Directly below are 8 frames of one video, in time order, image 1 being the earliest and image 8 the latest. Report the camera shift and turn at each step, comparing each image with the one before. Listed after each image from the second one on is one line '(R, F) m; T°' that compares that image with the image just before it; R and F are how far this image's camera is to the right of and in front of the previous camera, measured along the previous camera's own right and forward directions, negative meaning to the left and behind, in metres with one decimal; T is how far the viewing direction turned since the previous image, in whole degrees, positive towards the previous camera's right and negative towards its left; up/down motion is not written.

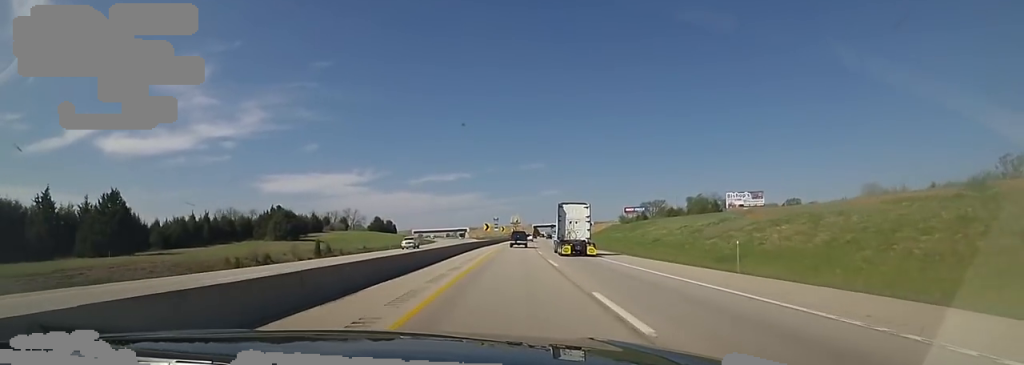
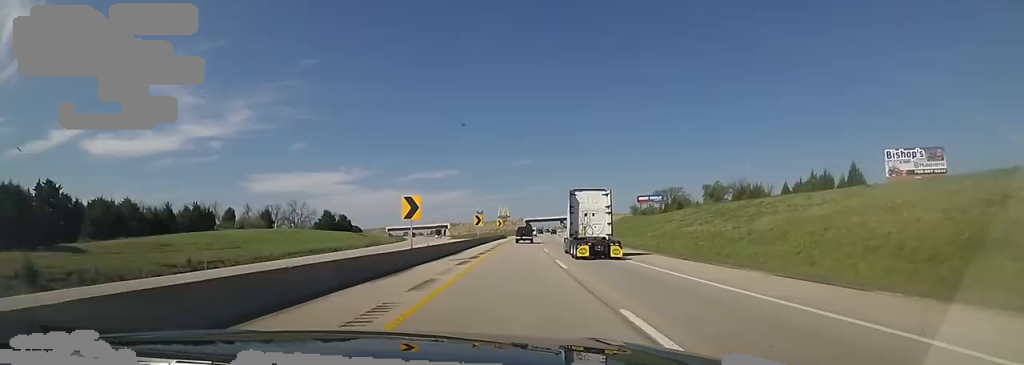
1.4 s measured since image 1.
(-0.4, +48.1) m; 0°
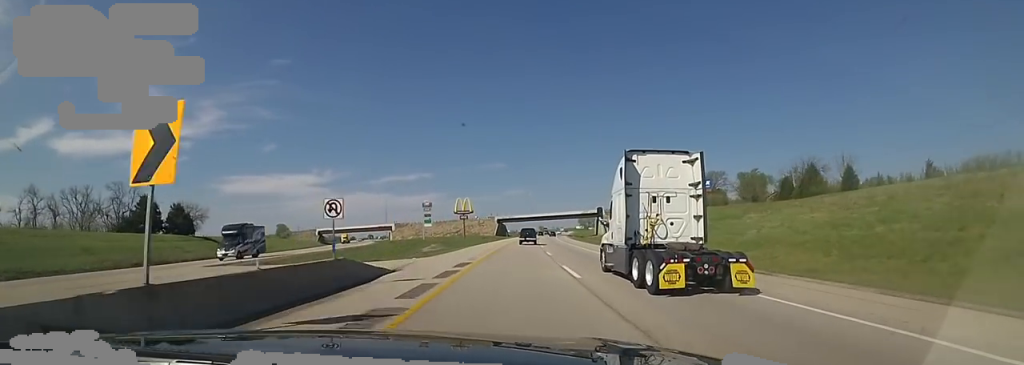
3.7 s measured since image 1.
(+5.0, +78.8) m; +4°
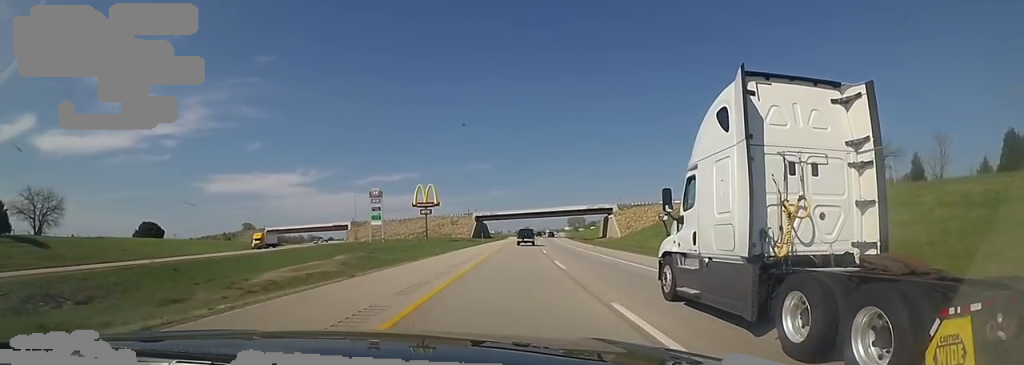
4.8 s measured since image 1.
(-0.4, +41.1) m; +1°
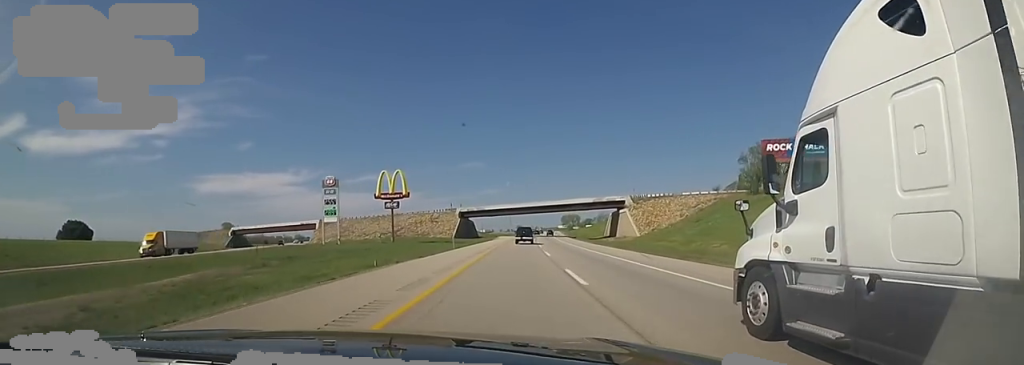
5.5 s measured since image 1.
(+0.1, +22.3) m; +2°
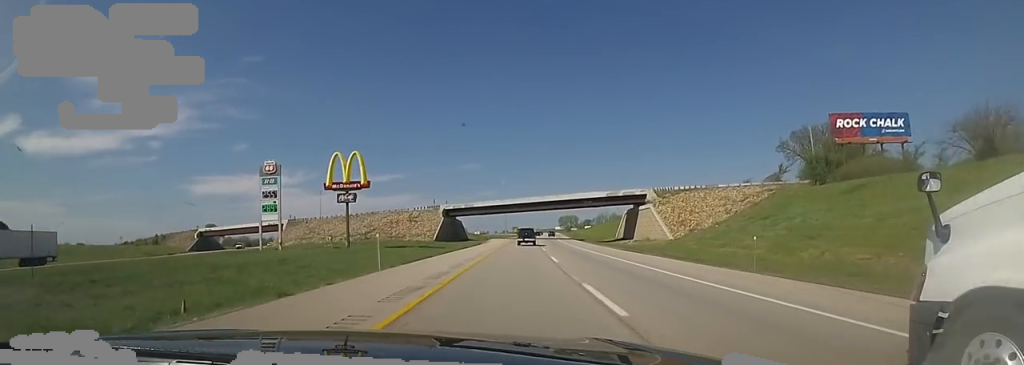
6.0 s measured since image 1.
(+0.5, +19.9) m; +1°
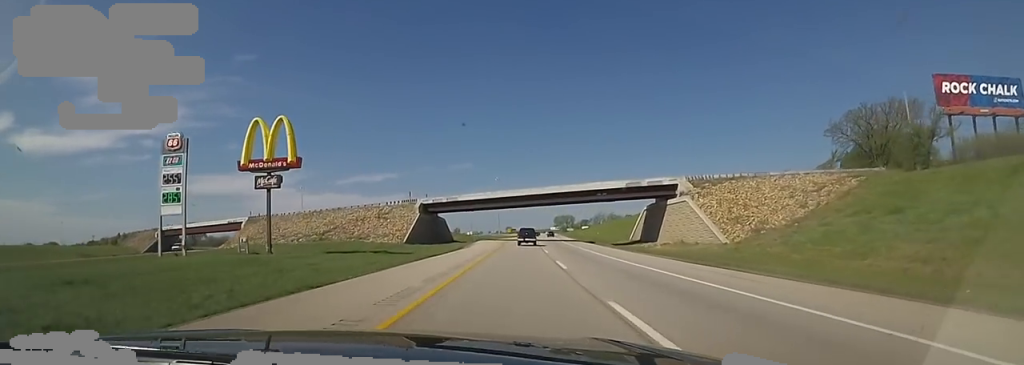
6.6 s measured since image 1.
(+0.4, +18.7) m; +1°
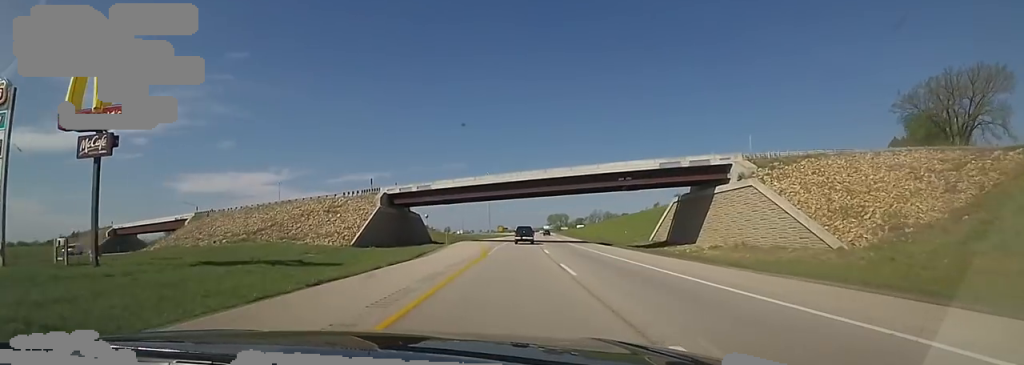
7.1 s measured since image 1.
(0.0, +18.6) m; 0°
